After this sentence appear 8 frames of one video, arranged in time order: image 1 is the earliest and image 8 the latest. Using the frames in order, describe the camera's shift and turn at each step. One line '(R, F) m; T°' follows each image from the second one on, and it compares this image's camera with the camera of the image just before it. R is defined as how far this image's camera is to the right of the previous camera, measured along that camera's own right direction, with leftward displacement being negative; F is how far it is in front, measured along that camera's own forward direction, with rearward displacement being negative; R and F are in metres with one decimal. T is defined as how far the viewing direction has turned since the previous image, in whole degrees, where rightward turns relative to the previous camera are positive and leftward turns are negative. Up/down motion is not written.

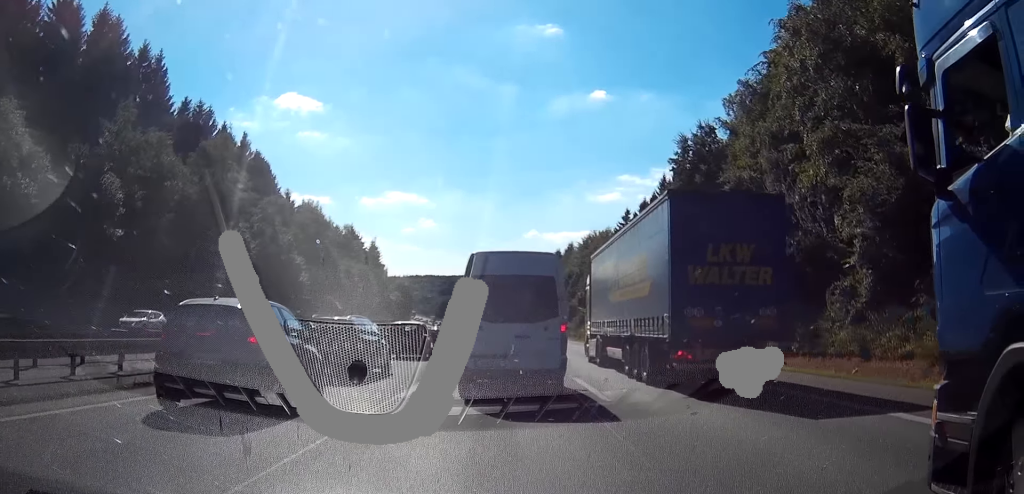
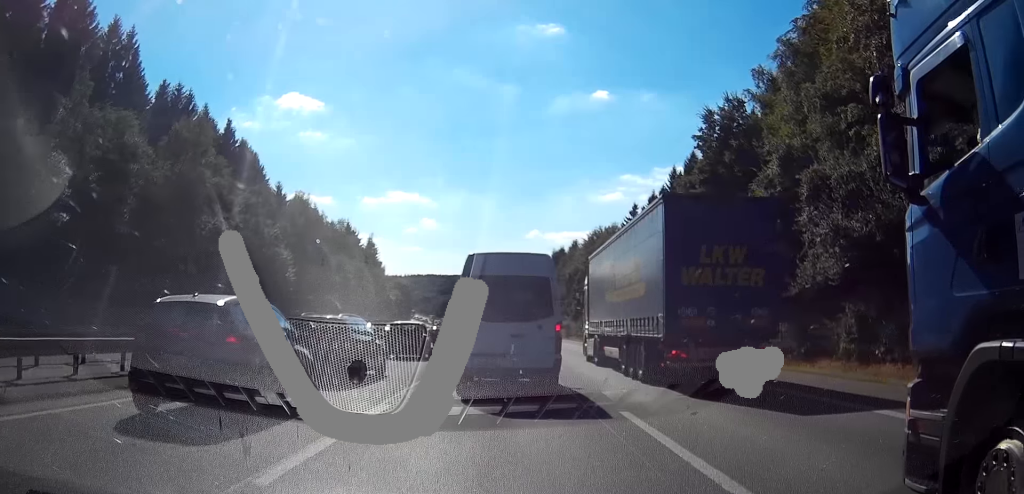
(-0.2, +8.1) m; 0°
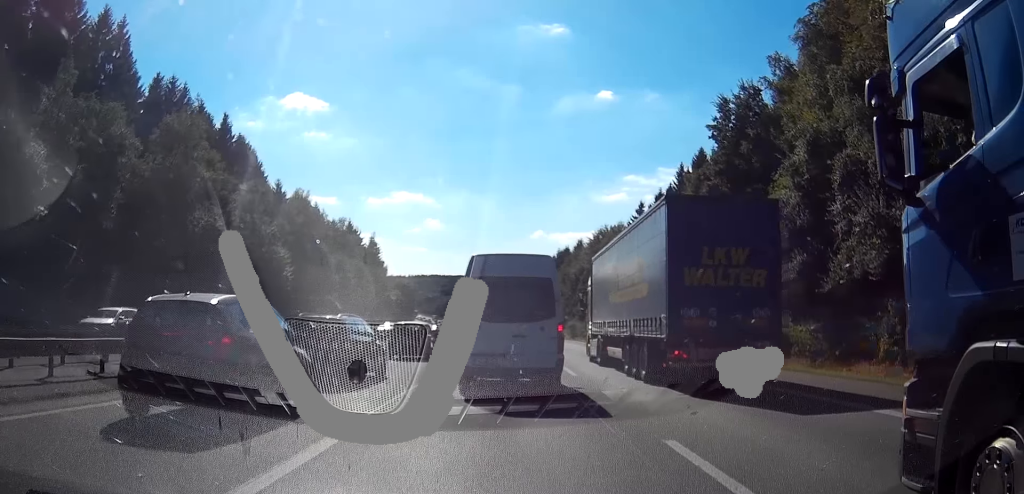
(+0.1, +3.1) m; +1°
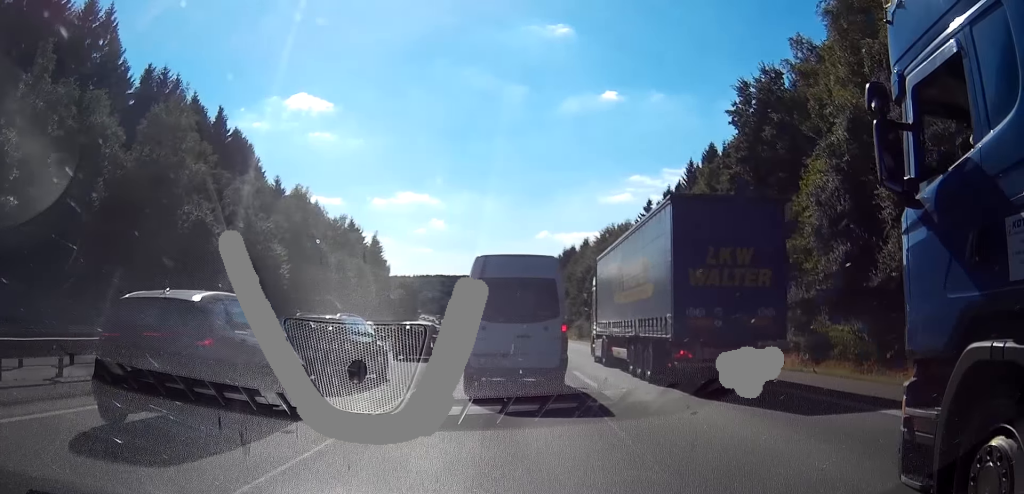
(0.0, +3.8) m; +1°
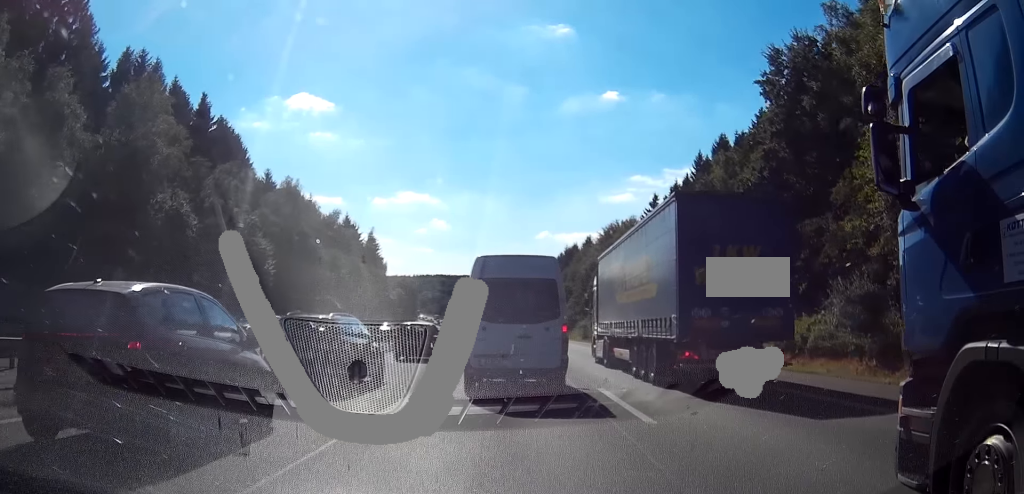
(0.0, +6.2) m; +2°
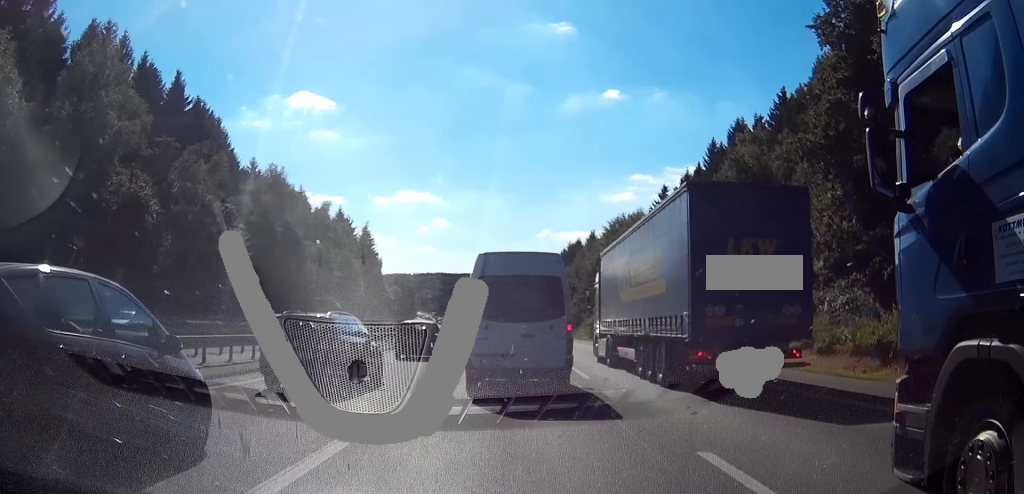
(+0.4, +8.3) m; +3°
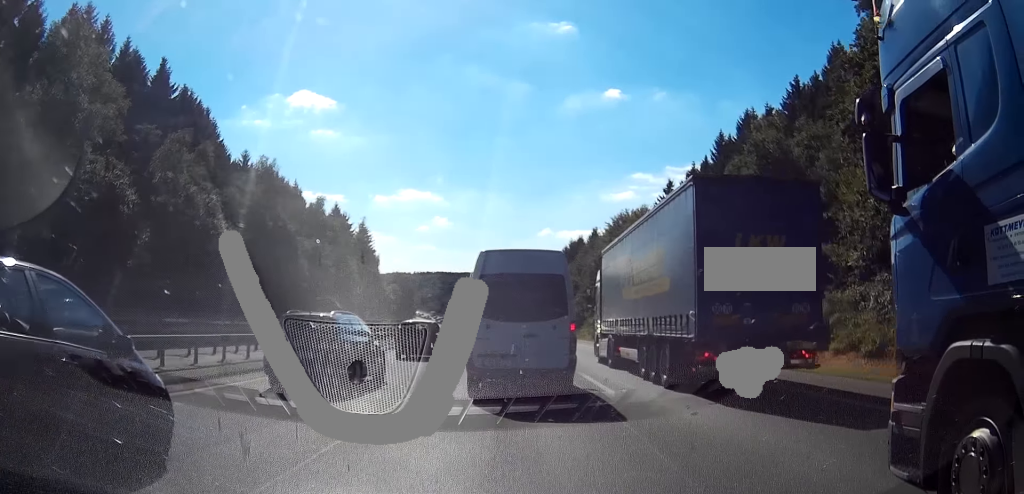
(0.0, +4.3) m; 0°
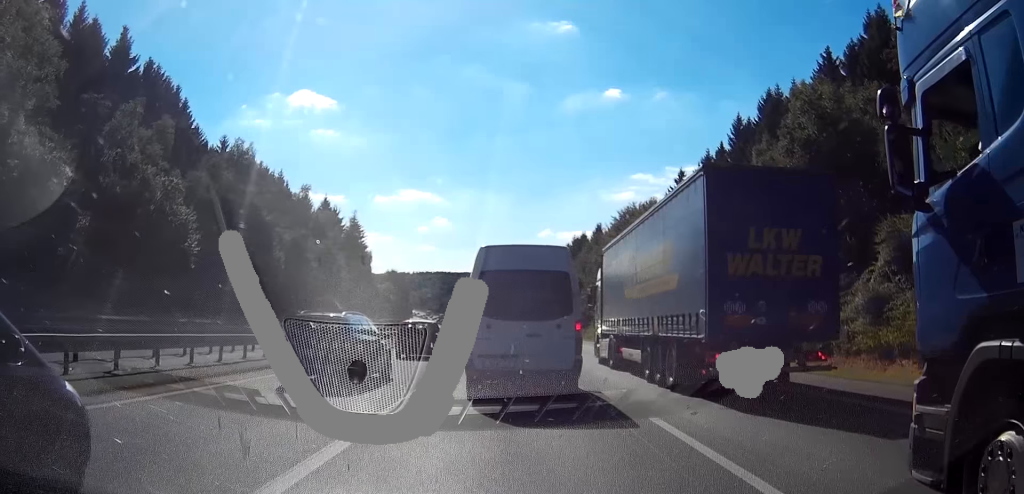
(-0.2, +9.4) m; -3°
